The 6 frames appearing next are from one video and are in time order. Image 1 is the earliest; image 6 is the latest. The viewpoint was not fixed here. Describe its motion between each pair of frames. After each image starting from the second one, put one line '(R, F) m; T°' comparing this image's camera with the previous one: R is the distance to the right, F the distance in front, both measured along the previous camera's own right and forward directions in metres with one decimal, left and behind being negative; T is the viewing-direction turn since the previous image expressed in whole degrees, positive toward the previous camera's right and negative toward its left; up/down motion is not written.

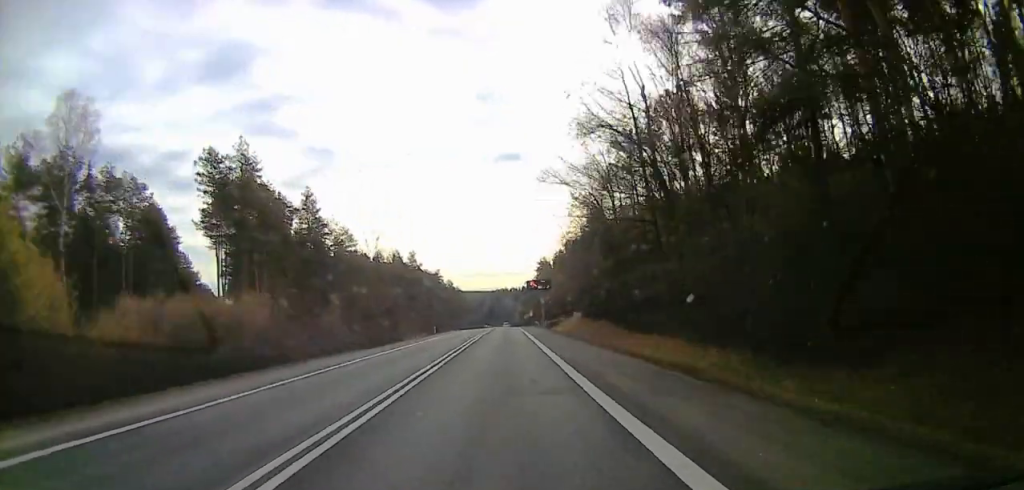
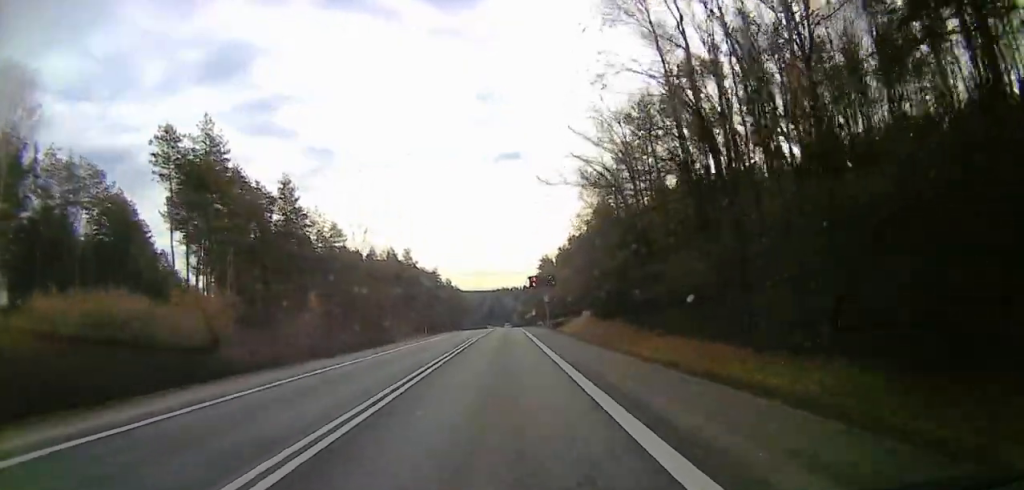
(0.0, +8.4) m; -1°
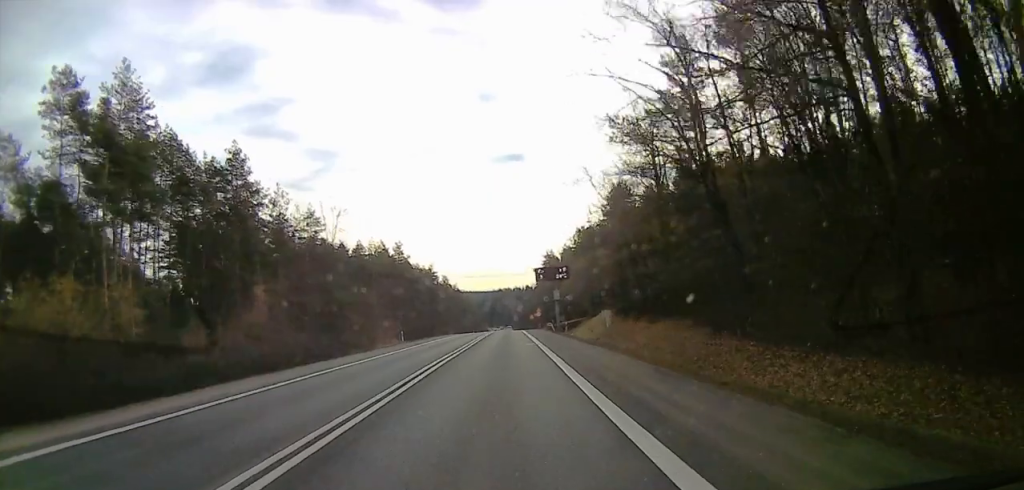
(-0.2, +17.7) m; 0°
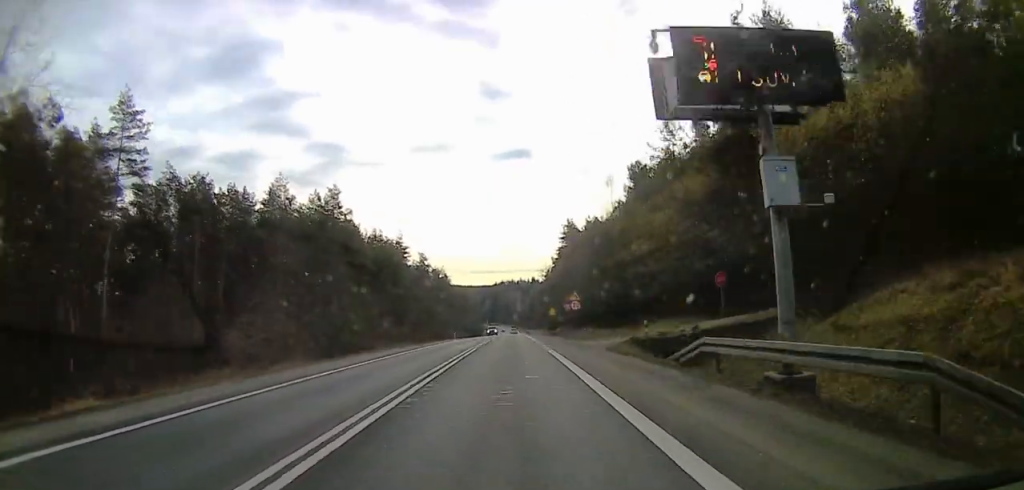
(-0.7, +64.1) m; +1°
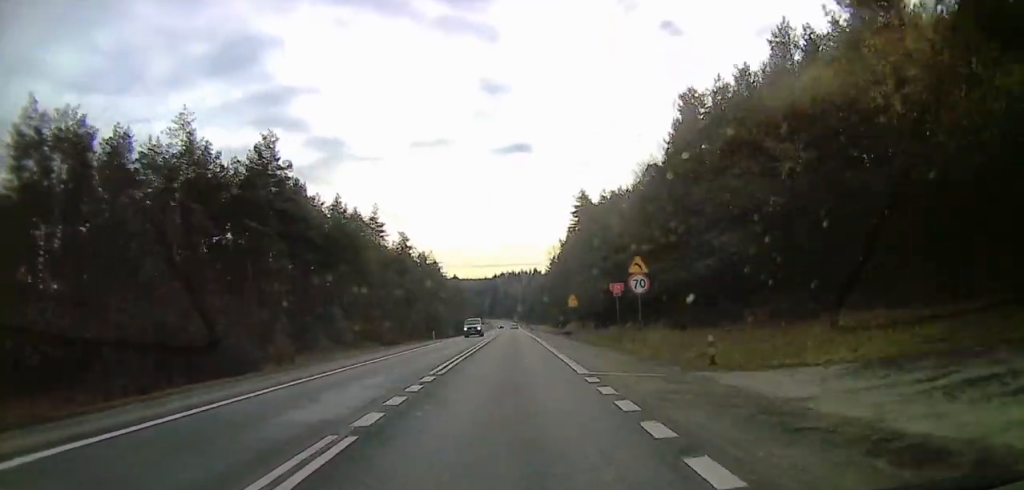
(-0.9, +25.6) m; -4°
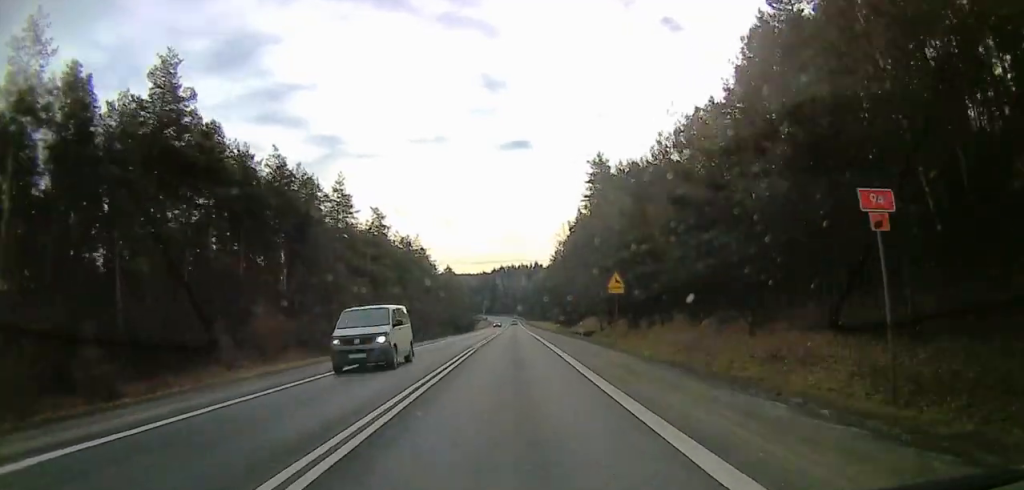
(+0.1, +21.6) m; +3°
